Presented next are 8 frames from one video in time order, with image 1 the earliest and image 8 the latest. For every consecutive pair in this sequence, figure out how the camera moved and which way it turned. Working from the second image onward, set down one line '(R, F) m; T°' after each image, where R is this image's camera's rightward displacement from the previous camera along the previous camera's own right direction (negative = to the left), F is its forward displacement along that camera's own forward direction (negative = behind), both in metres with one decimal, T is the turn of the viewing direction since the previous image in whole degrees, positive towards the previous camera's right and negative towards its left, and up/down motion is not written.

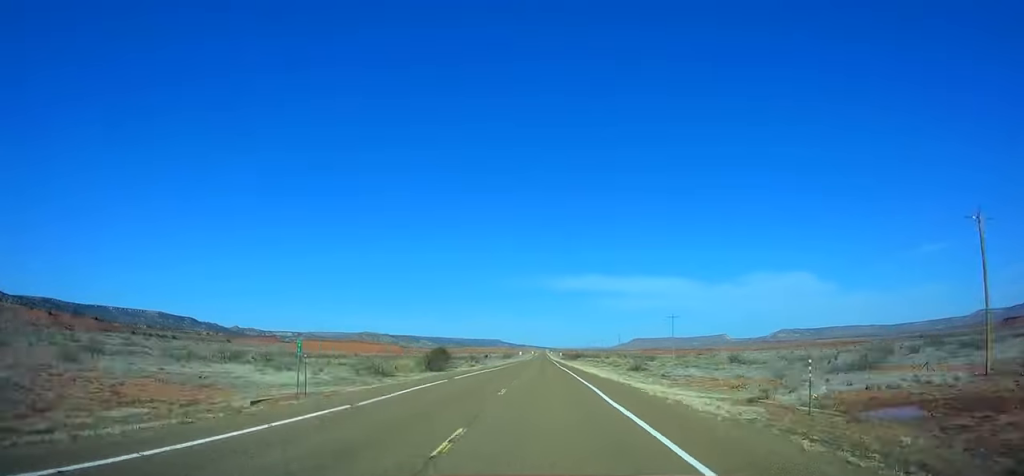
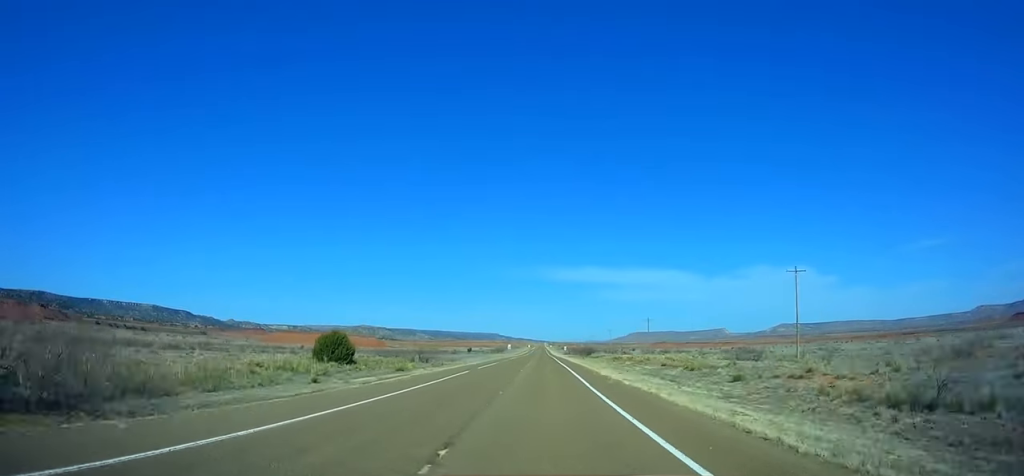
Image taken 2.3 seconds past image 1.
(+0.1, +56.5) m; 0°
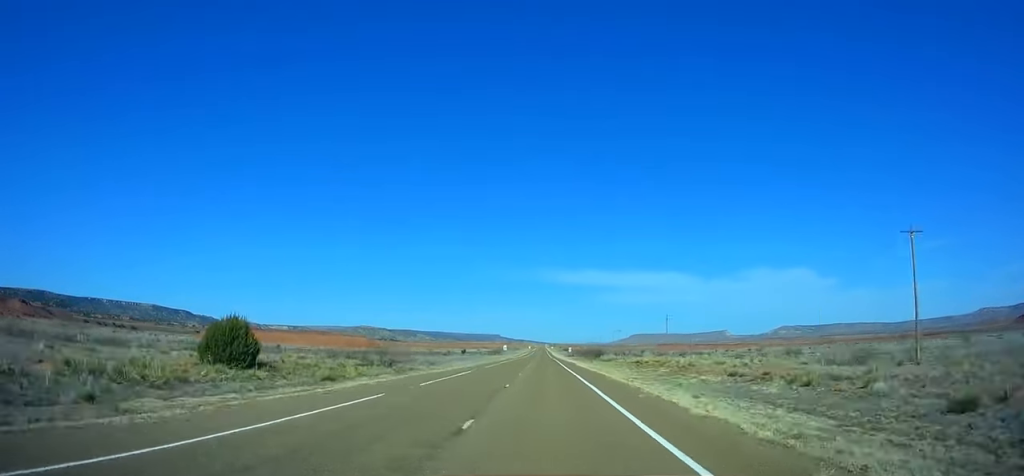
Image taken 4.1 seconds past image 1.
(-0.1, +45.6) m; 0°
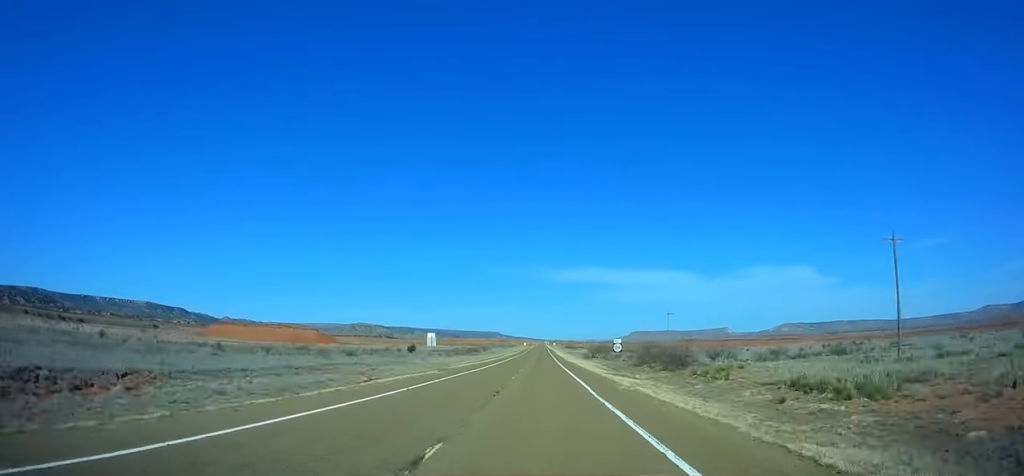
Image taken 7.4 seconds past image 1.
(-0.1, +85.8) m; 0°
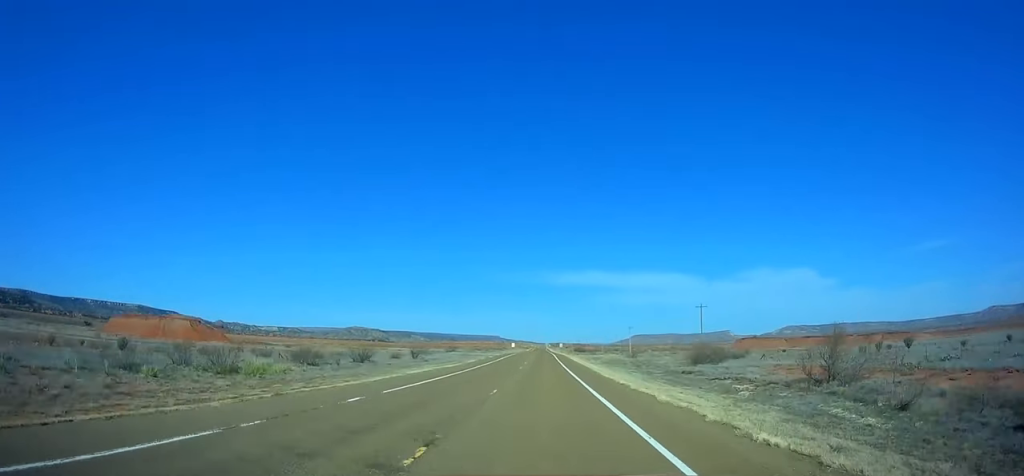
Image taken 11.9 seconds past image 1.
(+0.2, +121.4) m; +1°
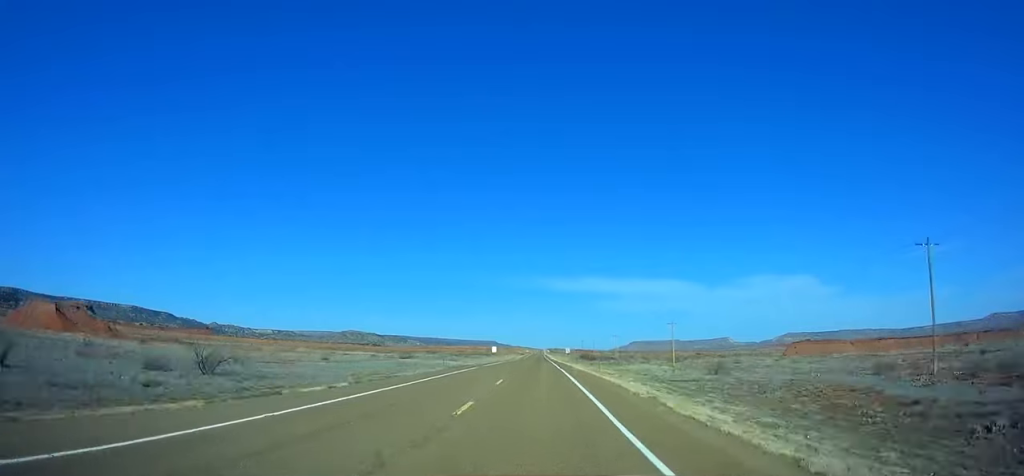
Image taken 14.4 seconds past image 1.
(+0.6, +68.4) m; 0°
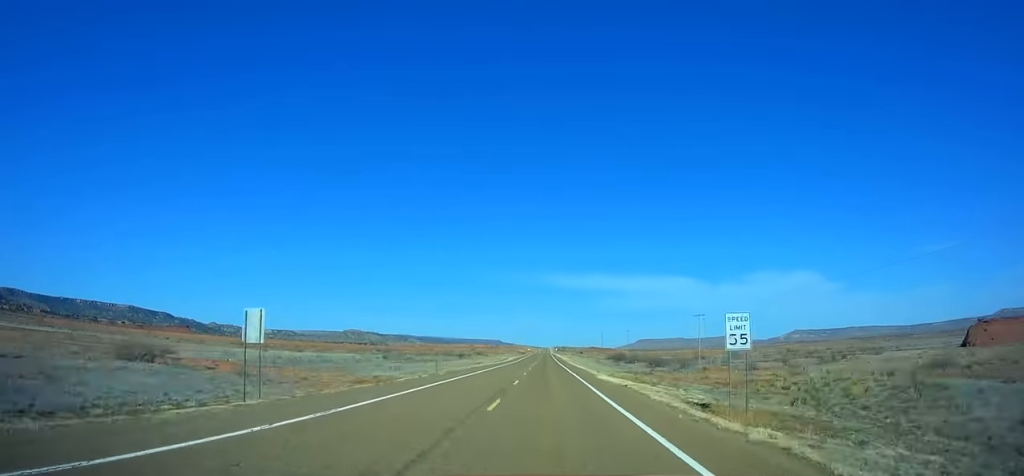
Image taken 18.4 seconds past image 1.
(-0.9, +109.6) m; -1°
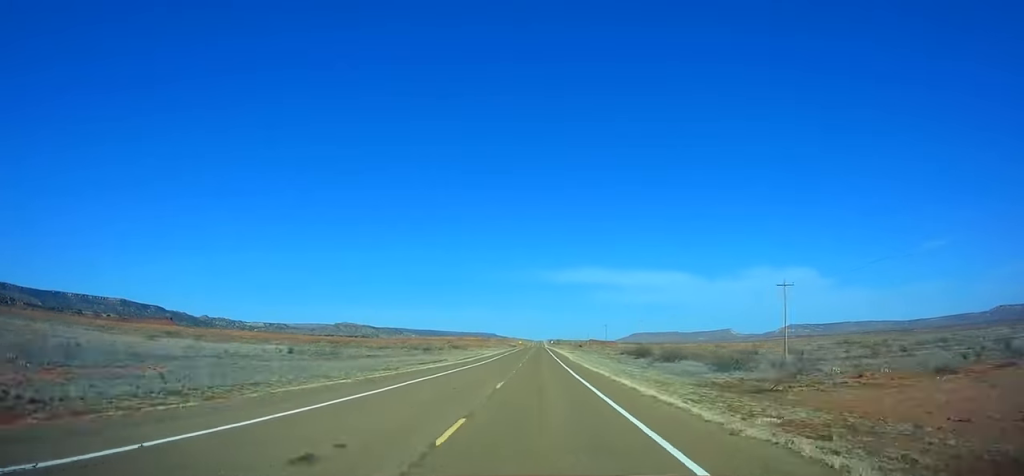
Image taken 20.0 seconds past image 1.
(-0.1, +43.8) m; 0°
